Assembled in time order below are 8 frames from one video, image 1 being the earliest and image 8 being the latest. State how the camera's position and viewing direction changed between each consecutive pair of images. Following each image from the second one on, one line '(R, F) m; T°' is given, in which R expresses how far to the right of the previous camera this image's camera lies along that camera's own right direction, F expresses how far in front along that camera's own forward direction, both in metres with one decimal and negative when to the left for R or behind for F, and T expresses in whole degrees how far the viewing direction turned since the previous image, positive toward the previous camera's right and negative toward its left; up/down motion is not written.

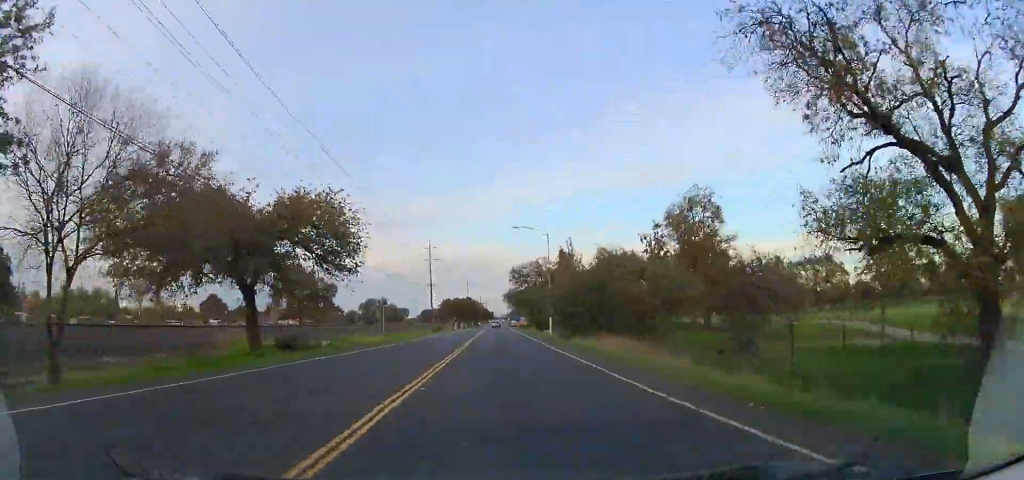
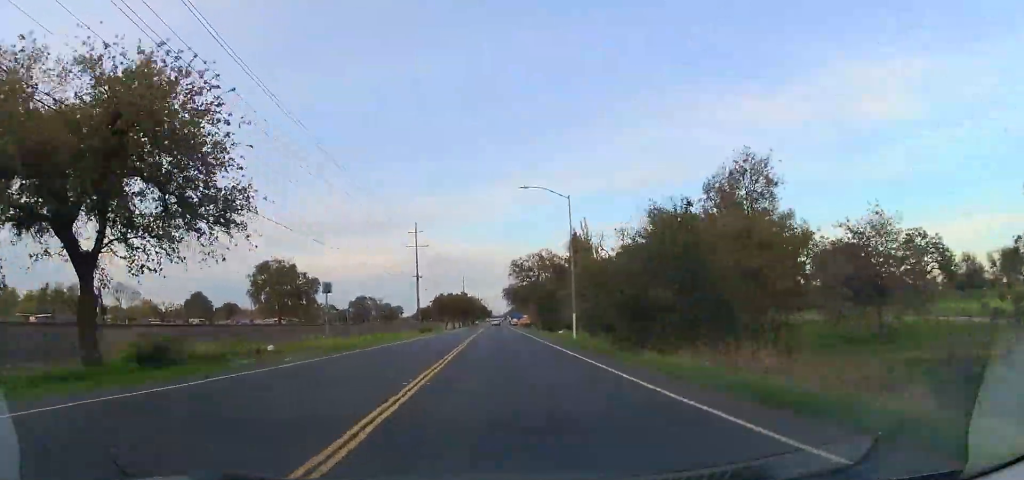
(0.0, +13.9) m; +1°
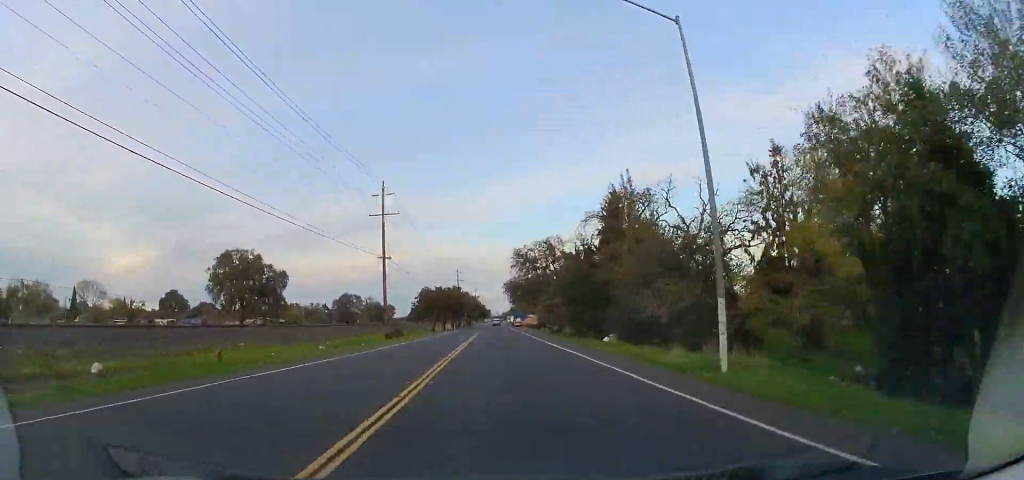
(+0.4, +21.8) m; -1°
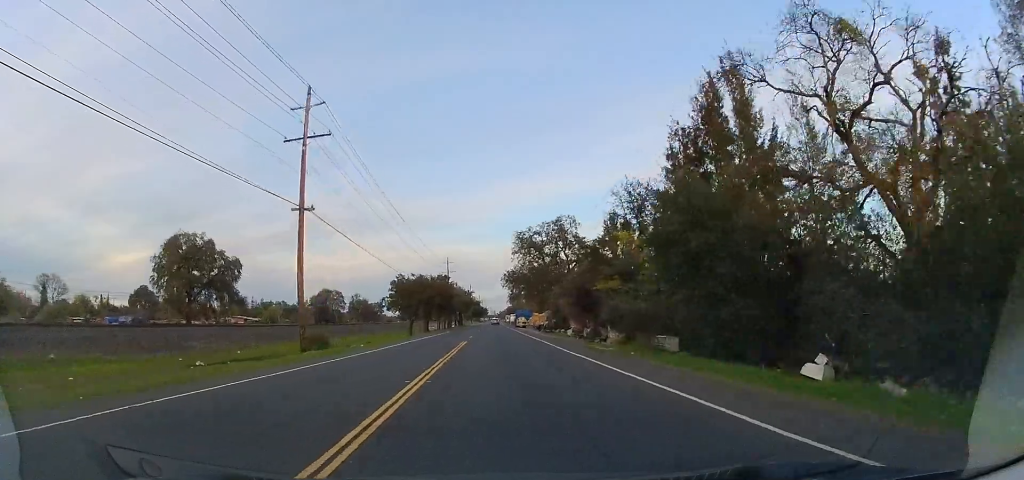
(-0.7, +22.0) m; 0°
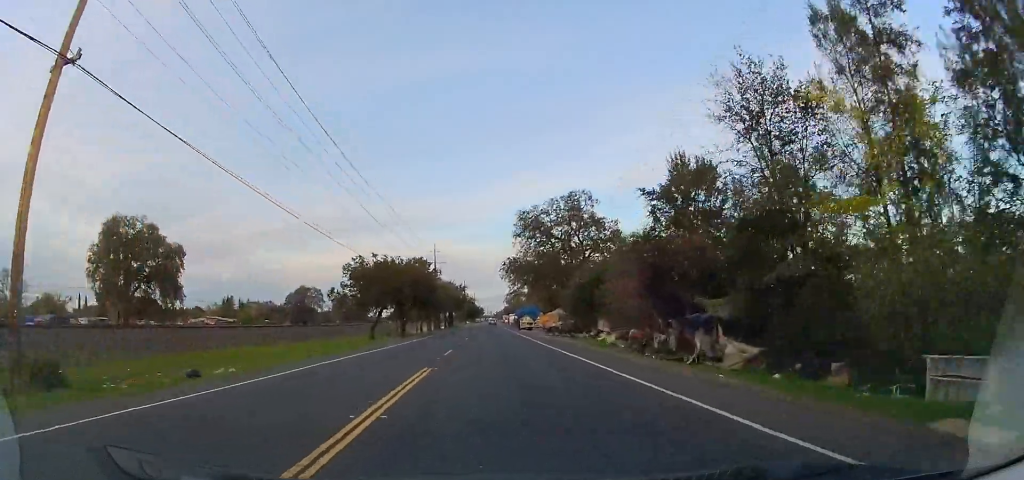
(+0.5, +19.0) m; +1°
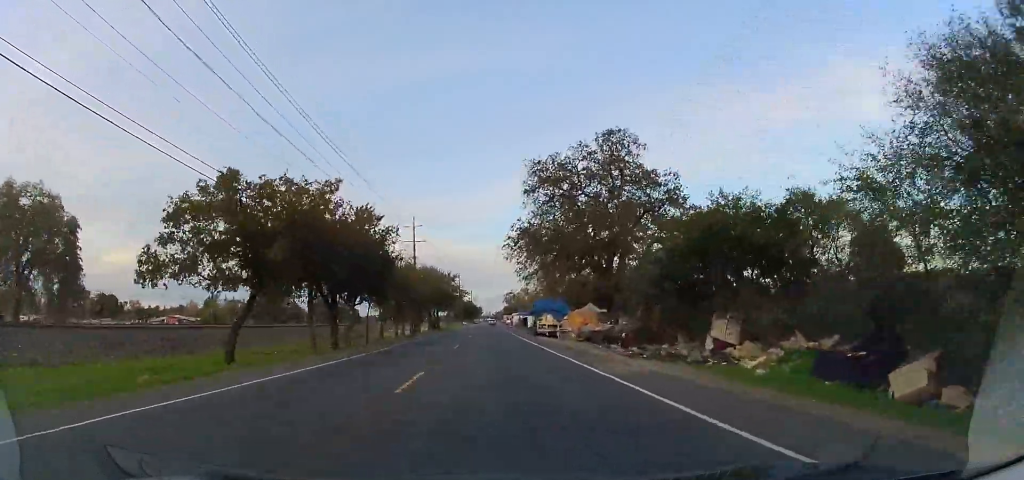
(0.0, +25.1) m; 0°
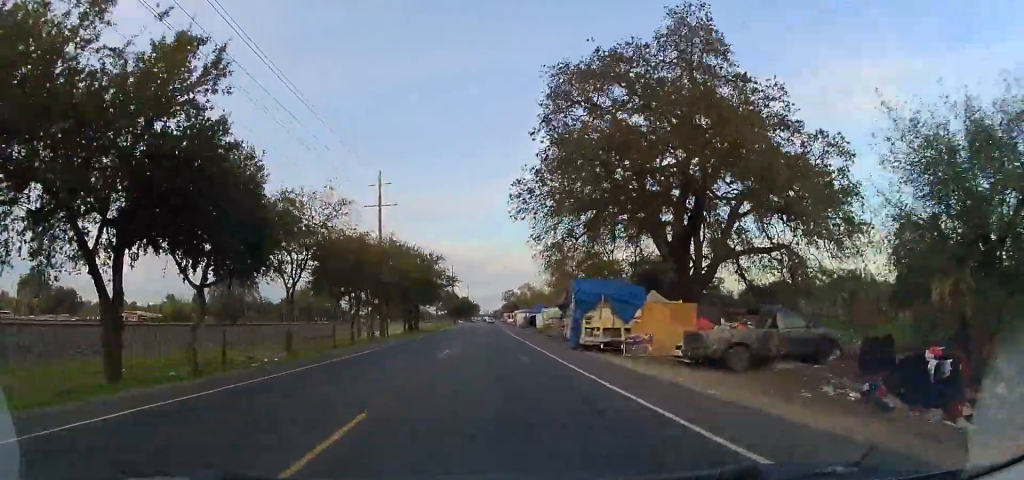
(0.0, +20.9) m; 0°
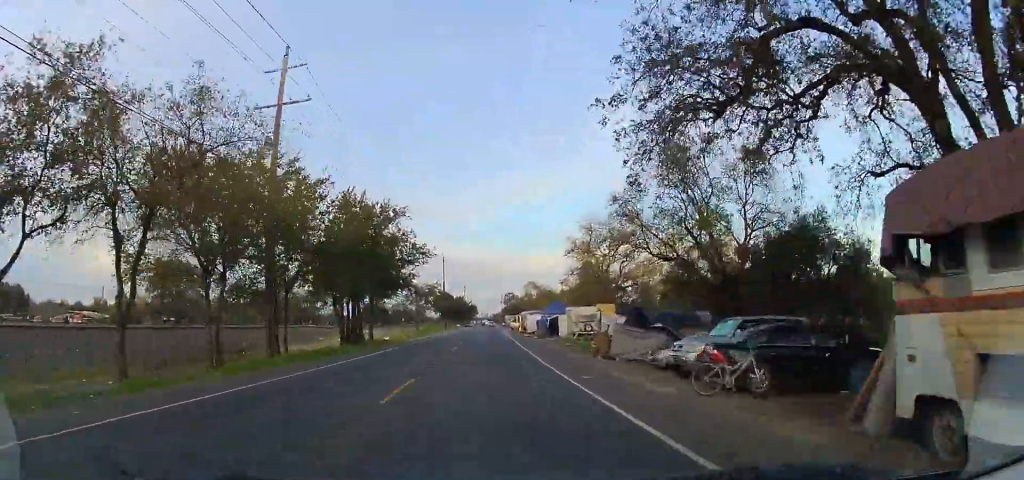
(0.0, +24.2) m; 0°
